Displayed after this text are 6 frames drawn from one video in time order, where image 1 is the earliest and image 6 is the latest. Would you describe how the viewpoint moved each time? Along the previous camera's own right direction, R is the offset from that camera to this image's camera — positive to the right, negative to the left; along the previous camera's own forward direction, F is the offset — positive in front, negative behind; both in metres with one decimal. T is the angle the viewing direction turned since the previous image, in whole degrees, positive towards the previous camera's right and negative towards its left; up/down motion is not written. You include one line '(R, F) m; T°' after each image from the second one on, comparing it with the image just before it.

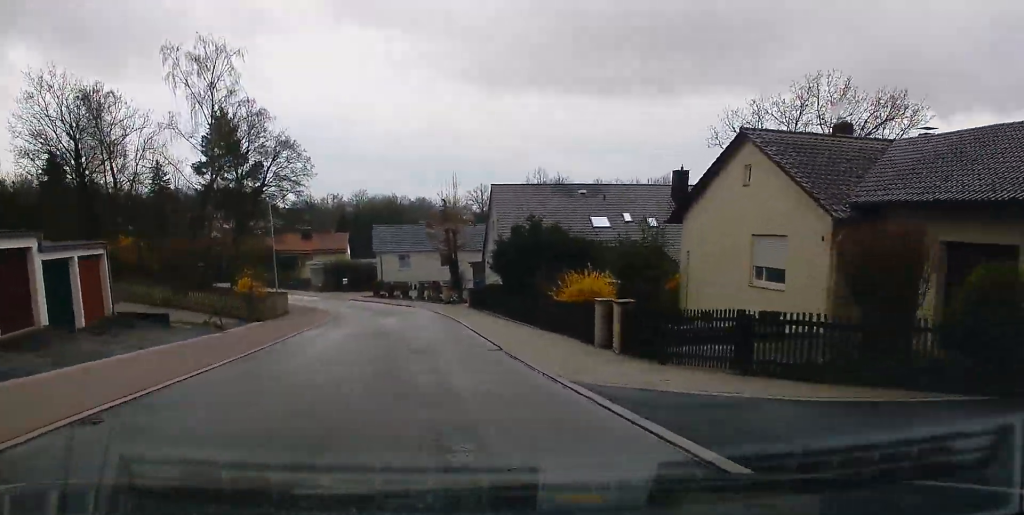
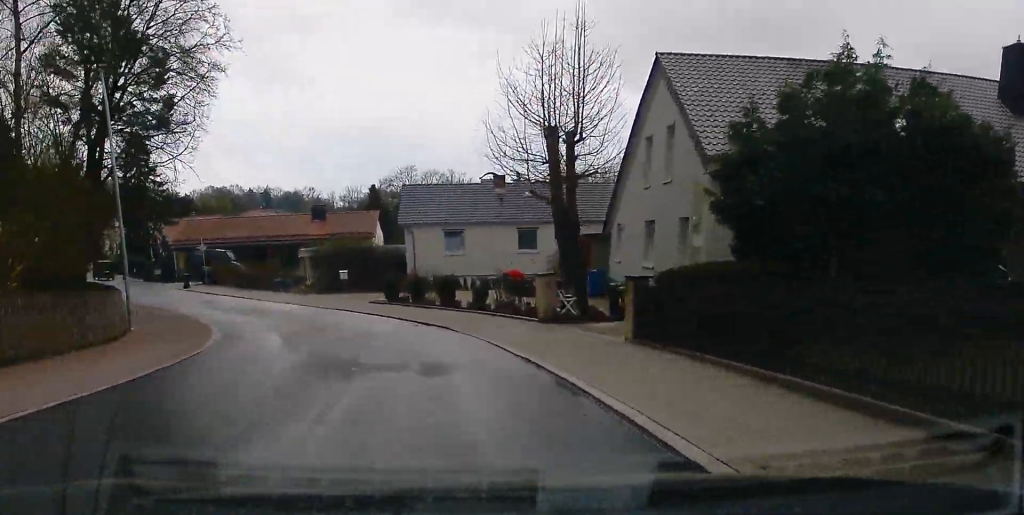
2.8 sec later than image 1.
(-1.3, +25.9) m; -11°
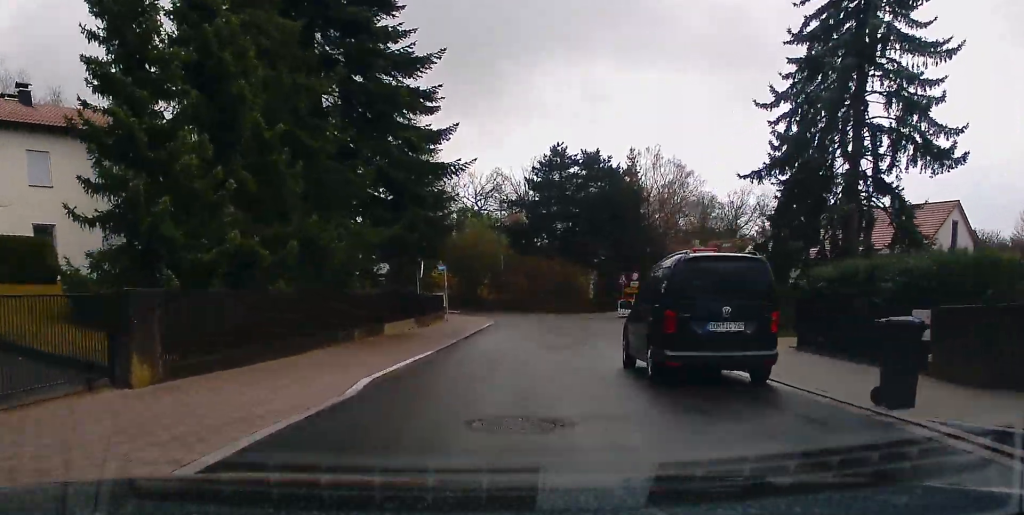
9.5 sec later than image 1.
(-18.5, +58.0) m; -30°
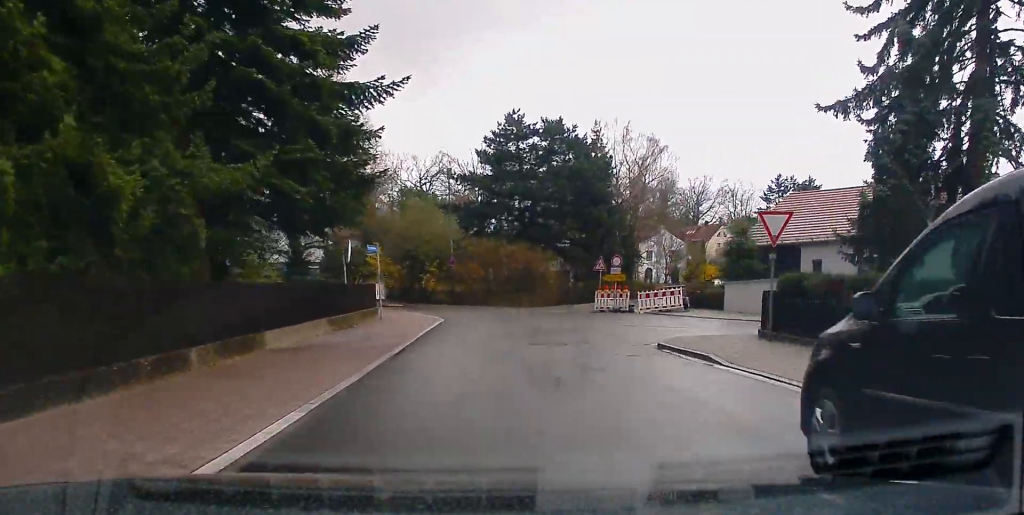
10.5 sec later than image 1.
(-0.1, +7.6) m; +1°
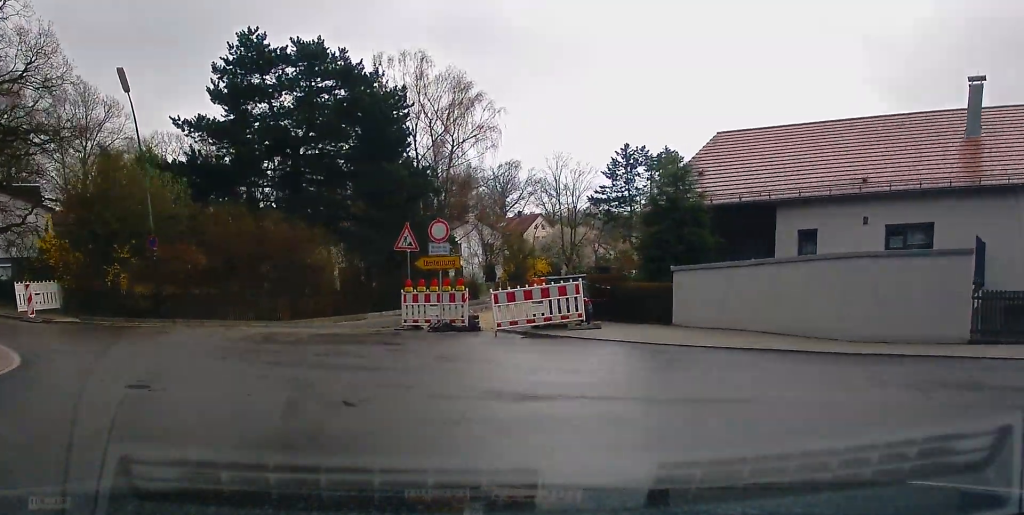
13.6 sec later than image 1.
(+1.4, +16.1) m; +24°
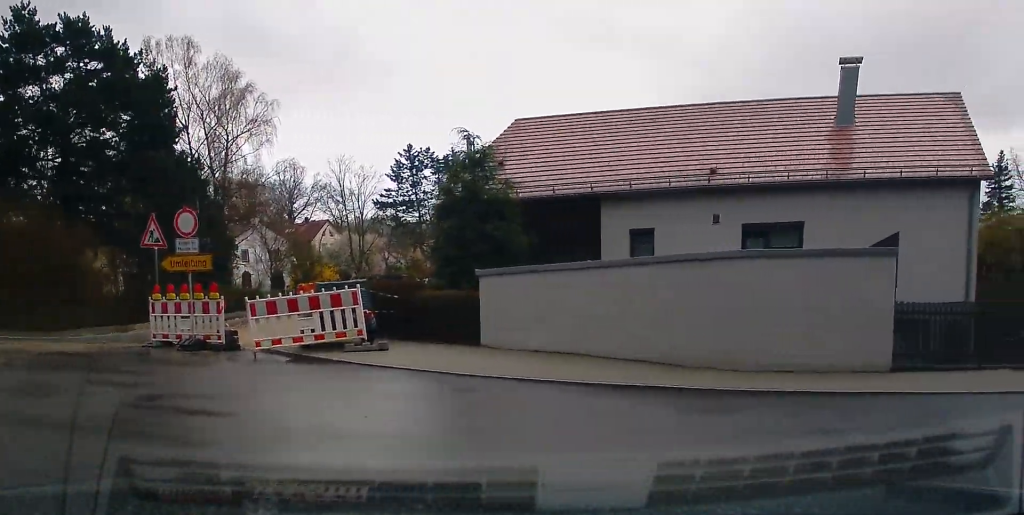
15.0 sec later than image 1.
(+0.3, +4.8) m; +26°
